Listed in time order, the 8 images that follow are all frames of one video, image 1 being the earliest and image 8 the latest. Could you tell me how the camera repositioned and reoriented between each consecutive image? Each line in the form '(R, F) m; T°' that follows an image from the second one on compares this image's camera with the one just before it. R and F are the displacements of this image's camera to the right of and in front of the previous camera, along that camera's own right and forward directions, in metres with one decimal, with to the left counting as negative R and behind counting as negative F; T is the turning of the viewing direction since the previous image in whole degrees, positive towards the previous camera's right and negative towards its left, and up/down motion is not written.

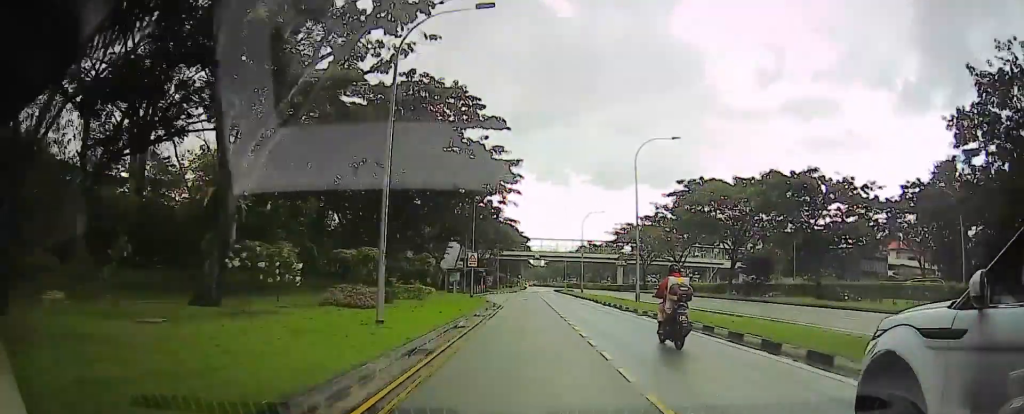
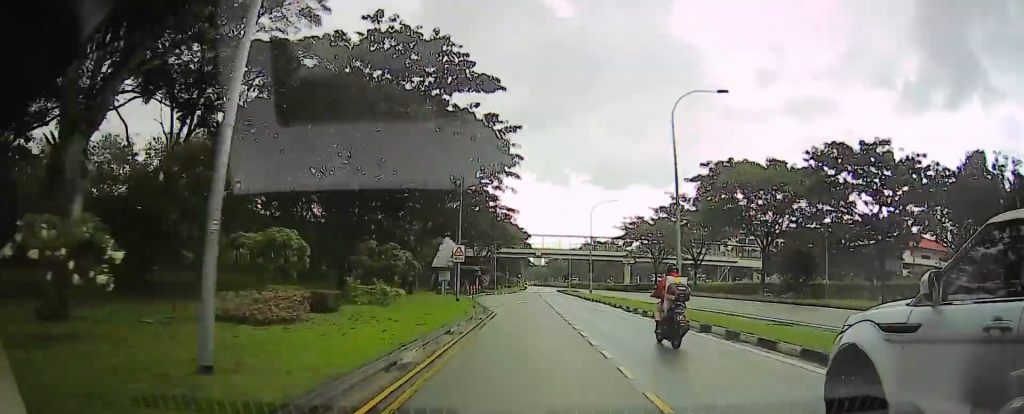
(+0.1, +7.4) m; 0°
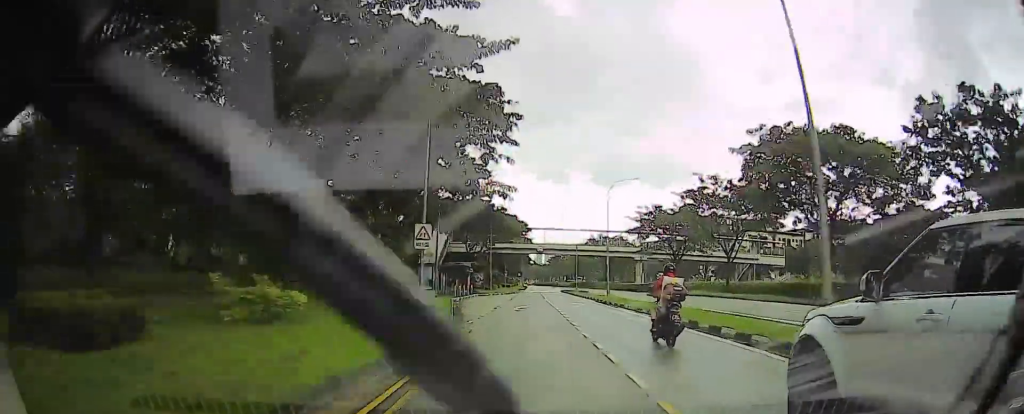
(0.0, +9.8) m; 0°
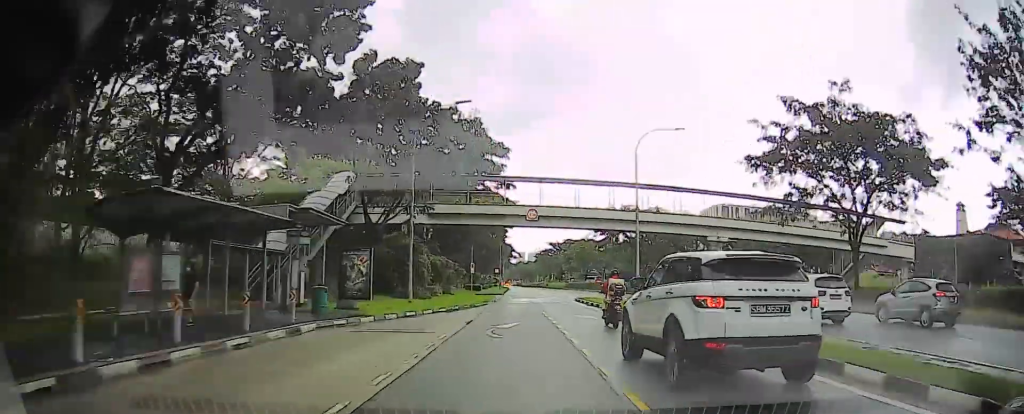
(-0.2, +36.4) m; +1°
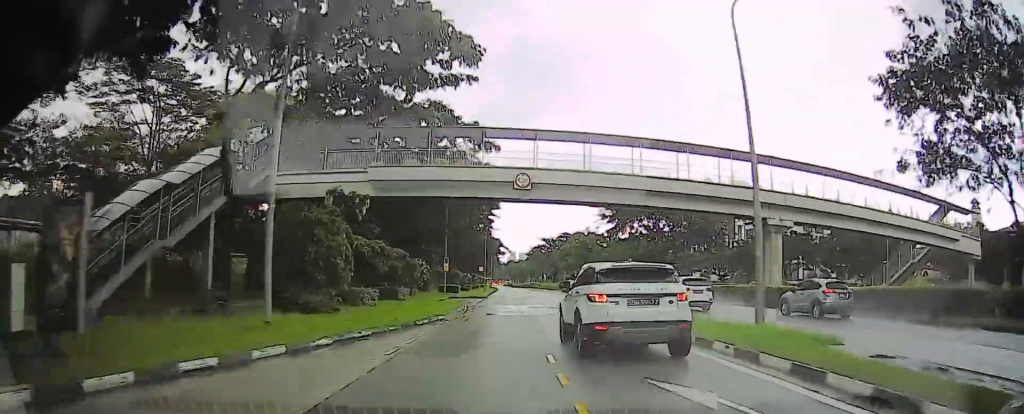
(0.0, +12.6) m; -2°
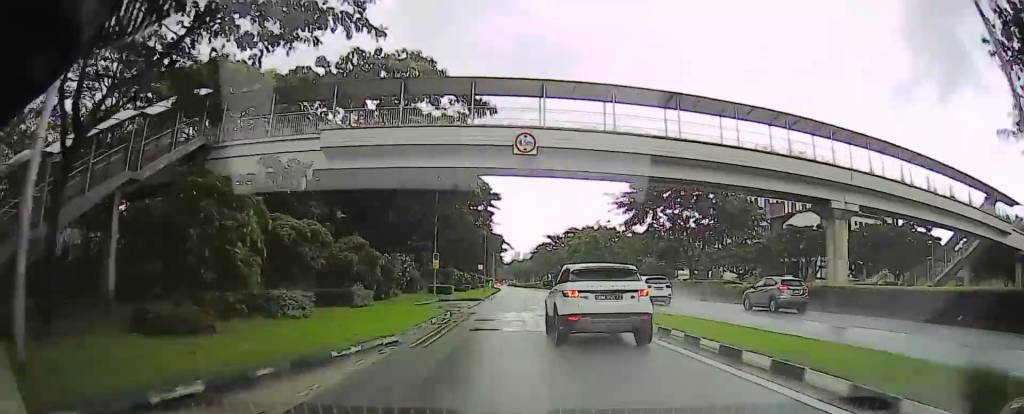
(-0.2, +8.4) m; 0°
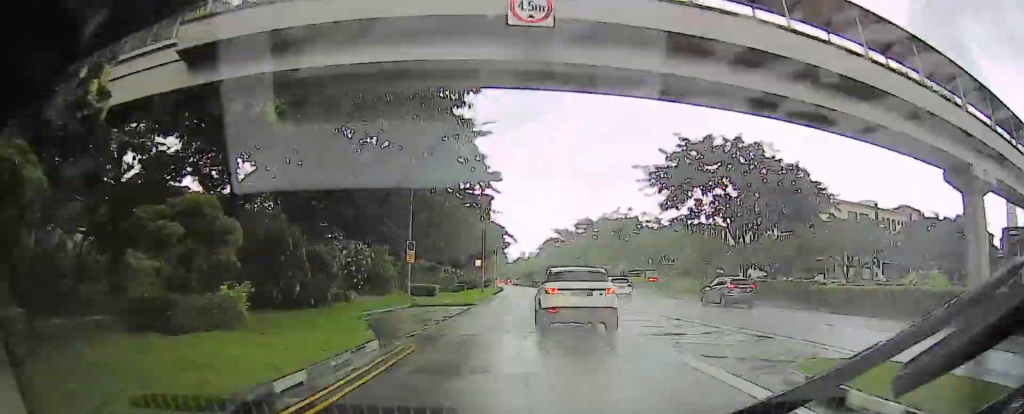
(0.0, +12.9) m; +1°
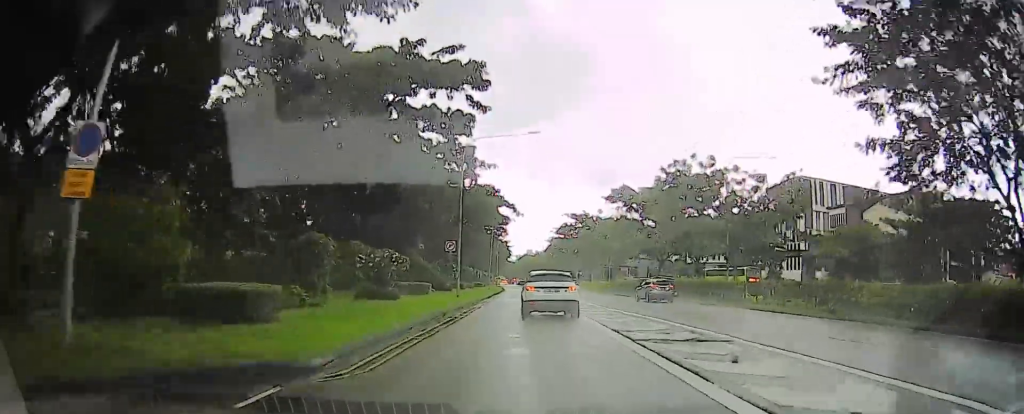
(+0.7, +32.4) m; +3°
